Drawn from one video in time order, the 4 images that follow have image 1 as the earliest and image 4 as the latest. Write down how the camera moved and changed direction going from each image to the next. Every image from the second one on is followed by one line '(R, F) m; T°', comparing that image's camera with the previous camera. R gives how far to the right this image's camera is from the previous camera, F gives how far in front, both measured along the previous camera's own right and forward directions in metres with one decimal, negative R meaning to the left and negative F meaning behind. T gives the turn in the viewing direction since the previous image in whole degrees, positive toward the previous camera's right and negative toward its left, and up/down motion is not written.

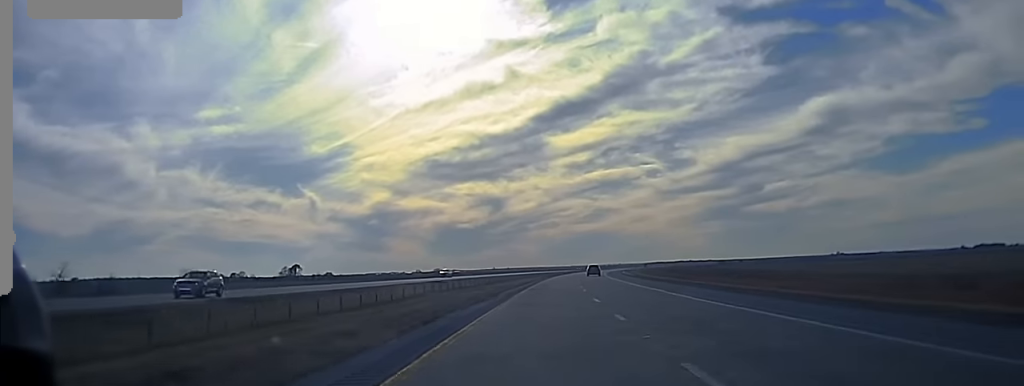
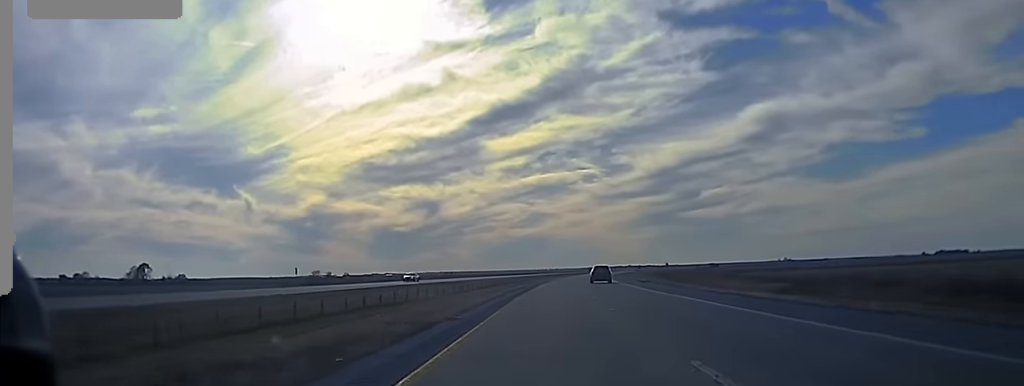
(+8.1, +182.2) m; +5°
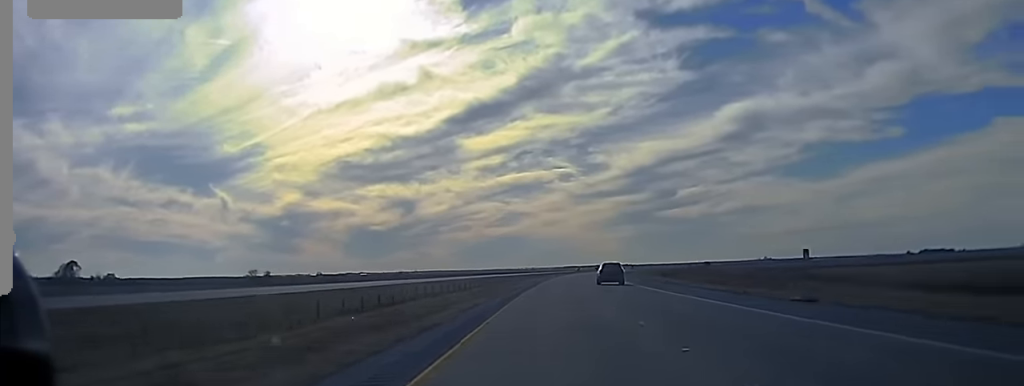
(+1.0, +63.3) m; +1°
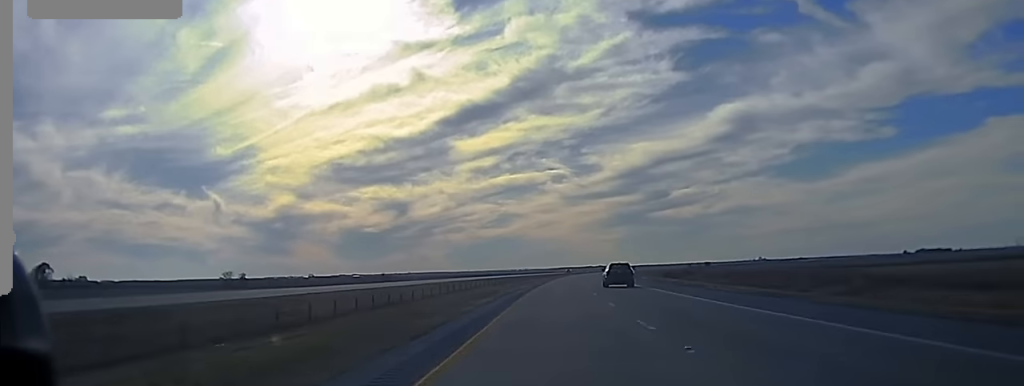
(0.0, +24.1) m; 0°
